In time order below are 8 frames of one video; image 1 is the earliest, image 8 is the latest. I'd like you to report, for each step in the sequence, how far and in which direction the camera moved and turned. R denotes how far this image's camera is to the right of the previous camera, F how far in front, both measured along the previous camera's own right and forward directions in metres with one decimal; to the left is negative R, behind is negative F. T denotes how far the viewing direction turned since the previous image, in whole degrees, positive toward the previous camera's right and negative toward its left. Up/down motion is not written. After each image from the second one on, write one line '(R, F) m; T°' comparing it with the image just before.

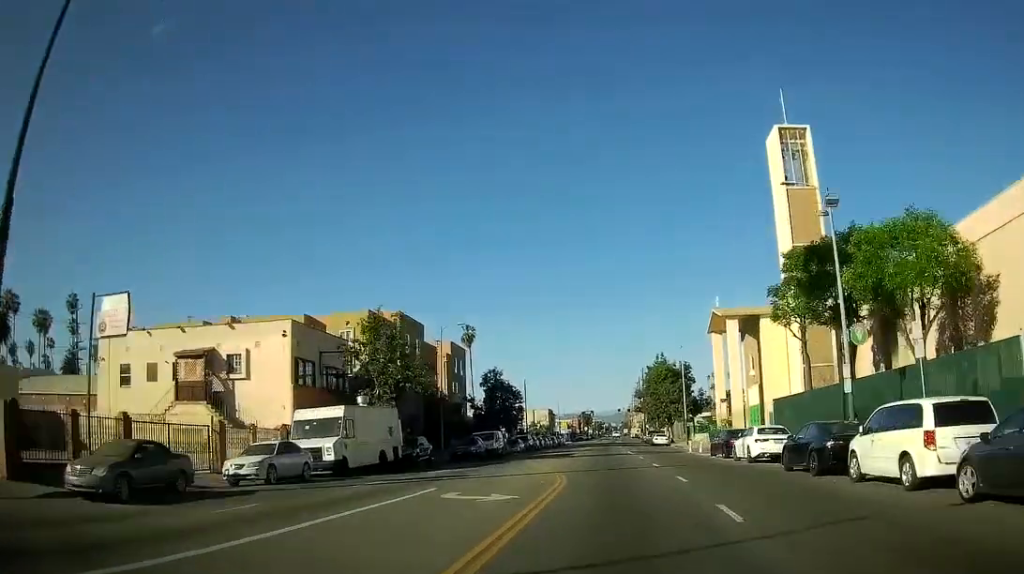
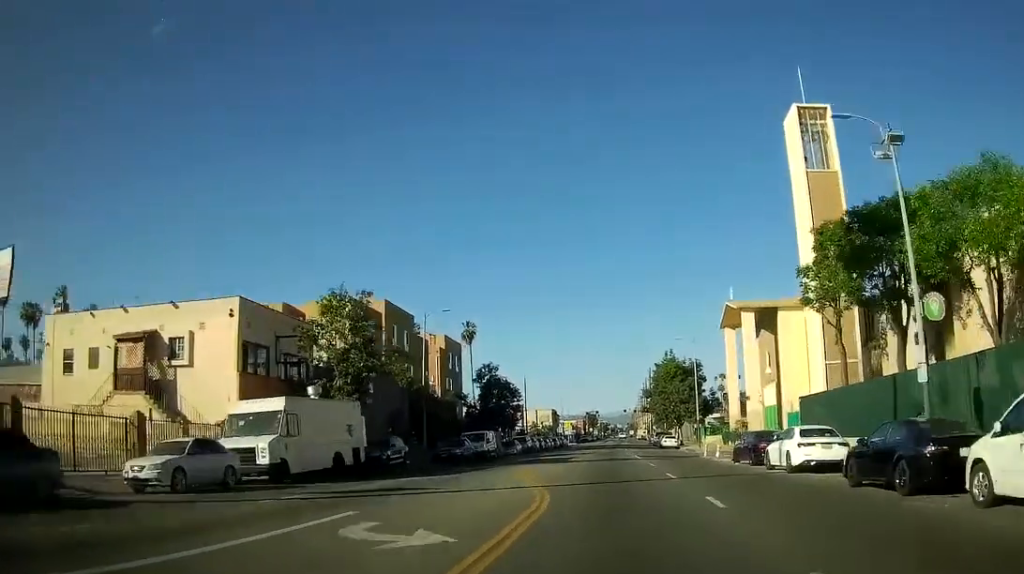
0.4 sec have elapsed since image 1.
(0.0, +5.7) m; 0°
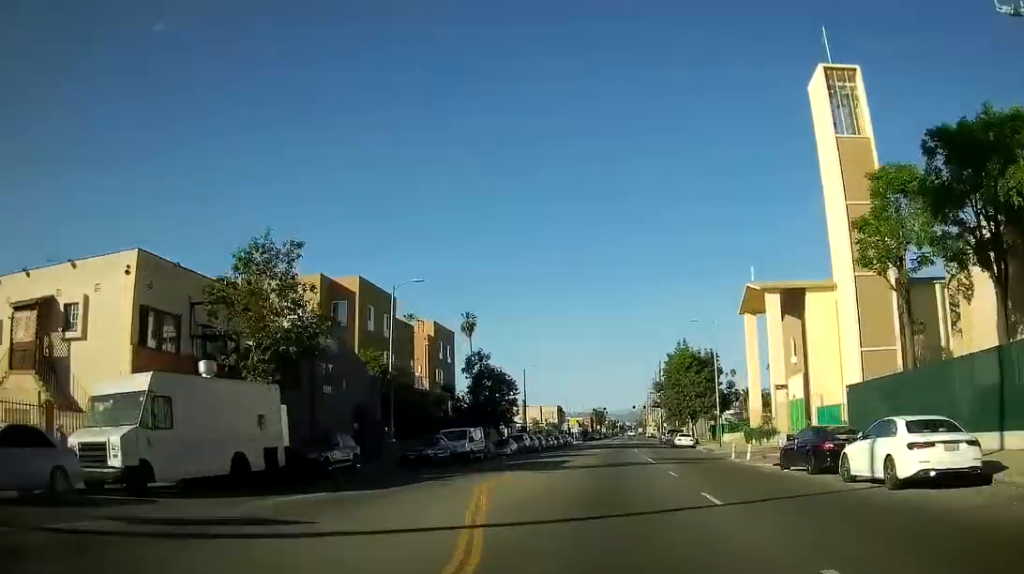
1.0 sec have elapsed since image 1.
(0.0, +8.2) m; 0°
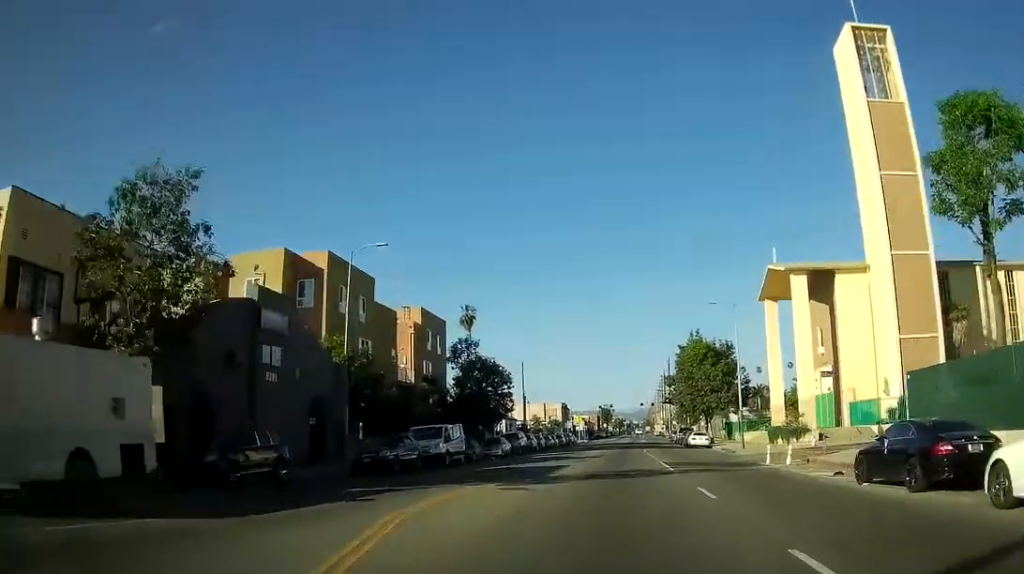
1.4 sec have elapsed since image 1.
(0.0, +6.9) m; 0°
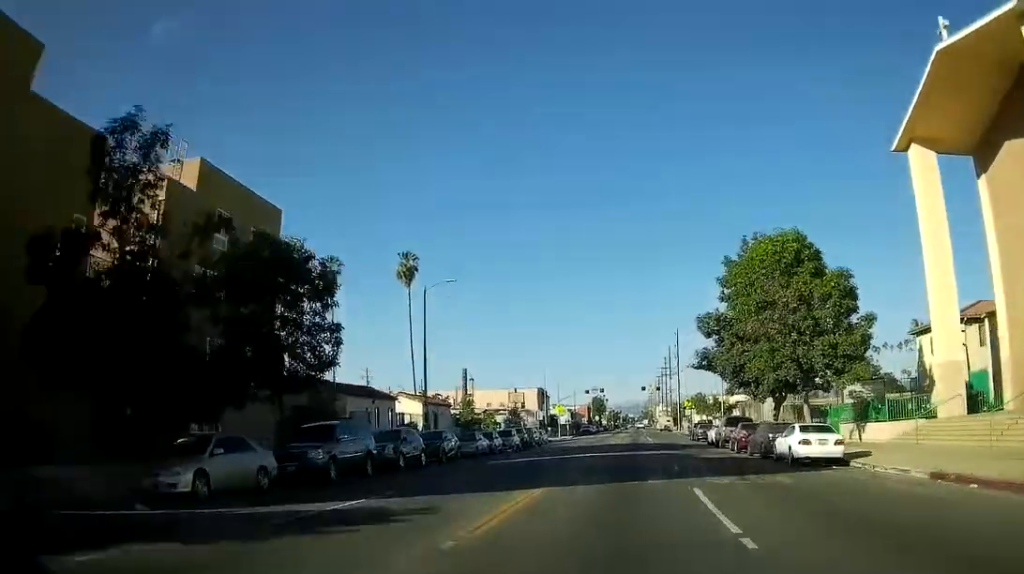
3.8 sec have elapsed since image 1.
(0.0, +37.2) m; 0°
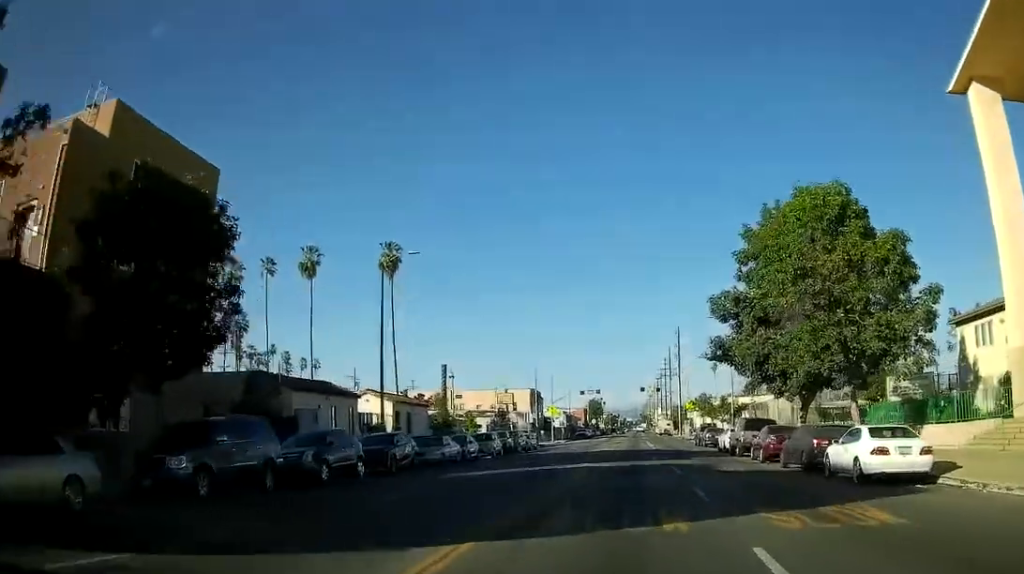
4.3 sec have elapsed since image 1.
(0.0, +7.5) m; 0°
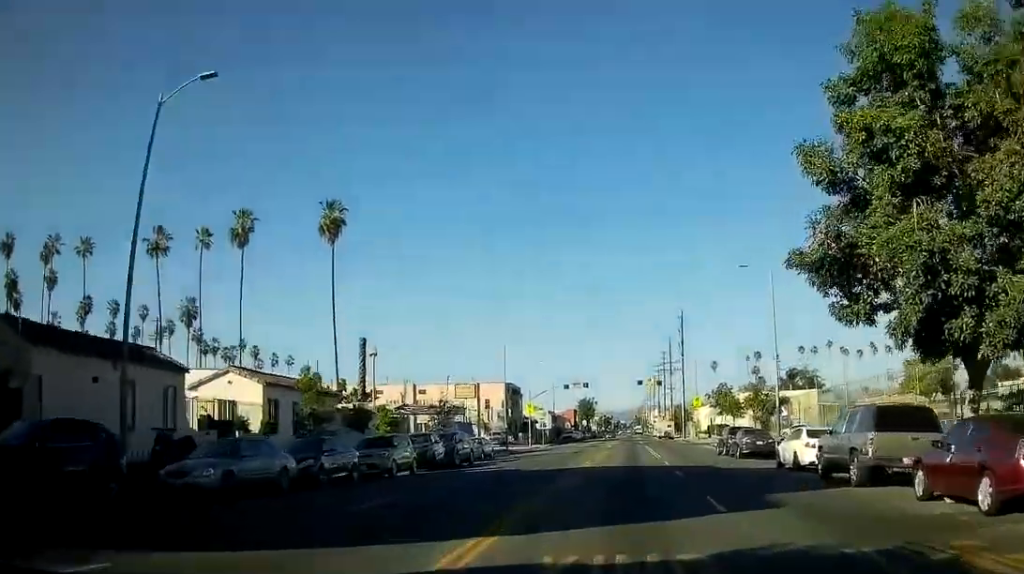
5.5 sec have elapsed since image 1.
(0.0, +18.7) m; 0°
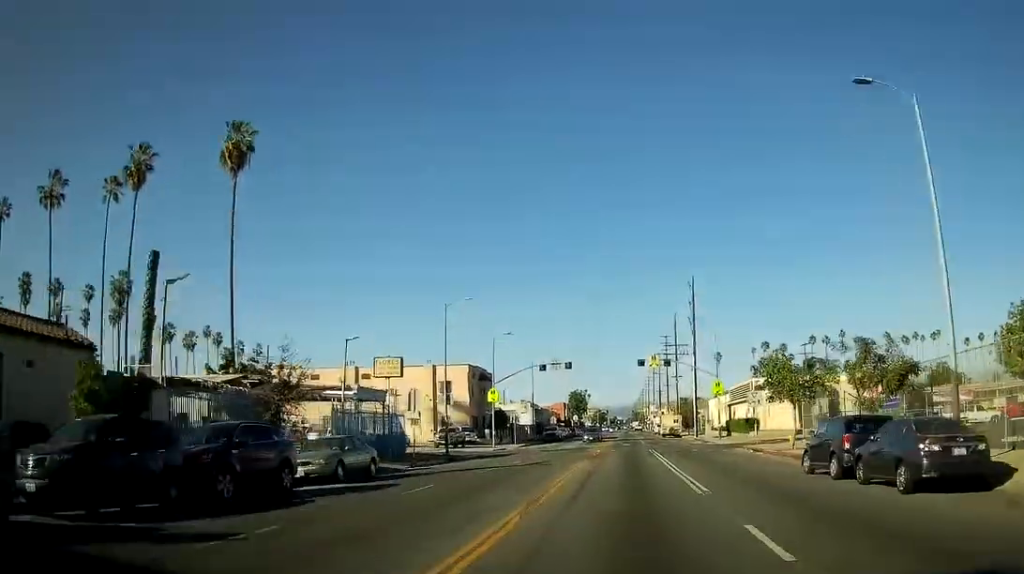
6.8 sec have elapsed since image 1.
(0.0, +21.7) m; 0°
